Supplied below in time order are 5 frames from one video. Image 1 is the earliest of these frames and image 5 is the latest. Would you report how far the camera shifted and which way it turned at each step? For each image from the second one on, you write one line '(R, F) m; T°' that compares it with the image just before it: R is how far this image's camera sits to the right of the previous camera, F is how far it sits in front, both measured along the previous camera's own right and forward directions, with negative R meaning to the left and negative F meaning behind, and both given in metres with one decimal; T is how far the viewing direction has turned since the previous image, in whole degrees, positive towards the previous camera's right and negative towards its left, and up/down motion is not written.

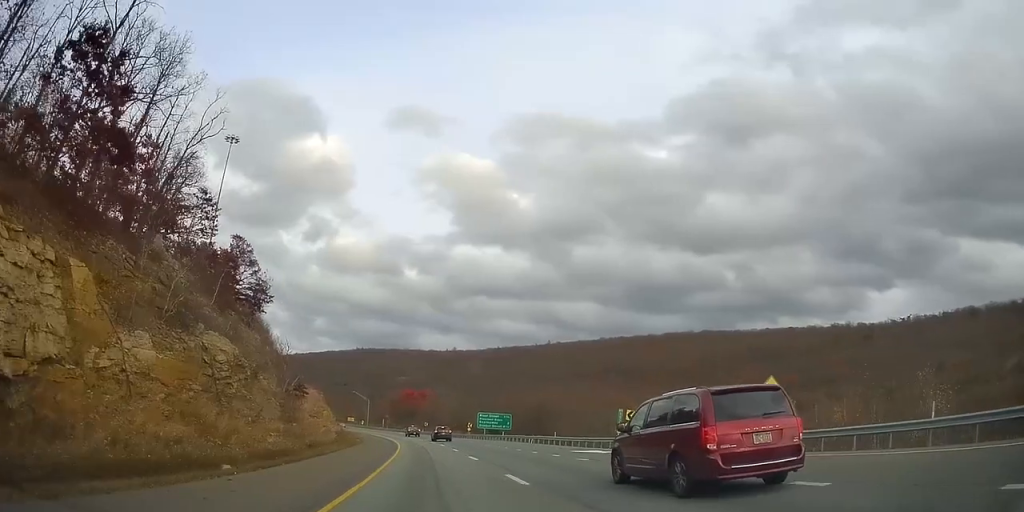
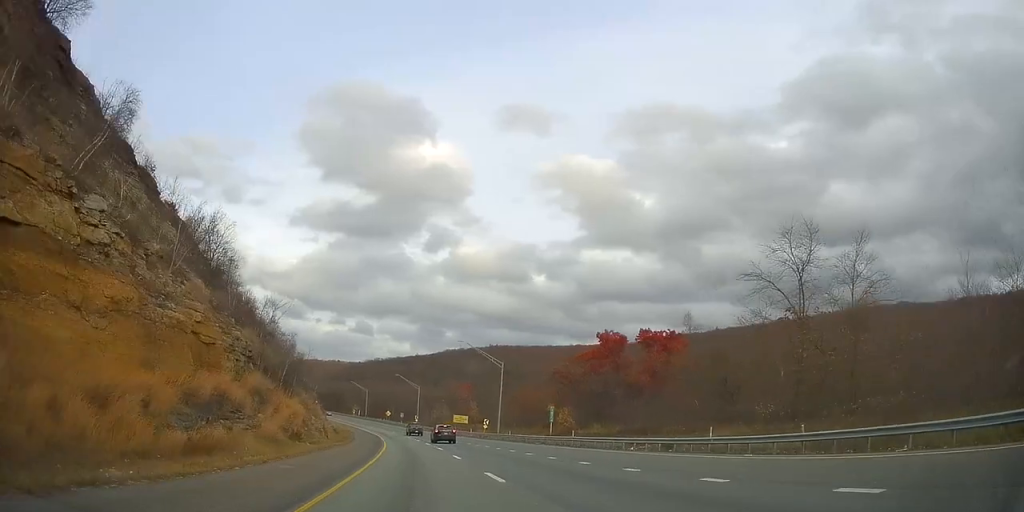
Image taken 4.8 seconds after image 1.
(-6.9, +143.0) m; -9°
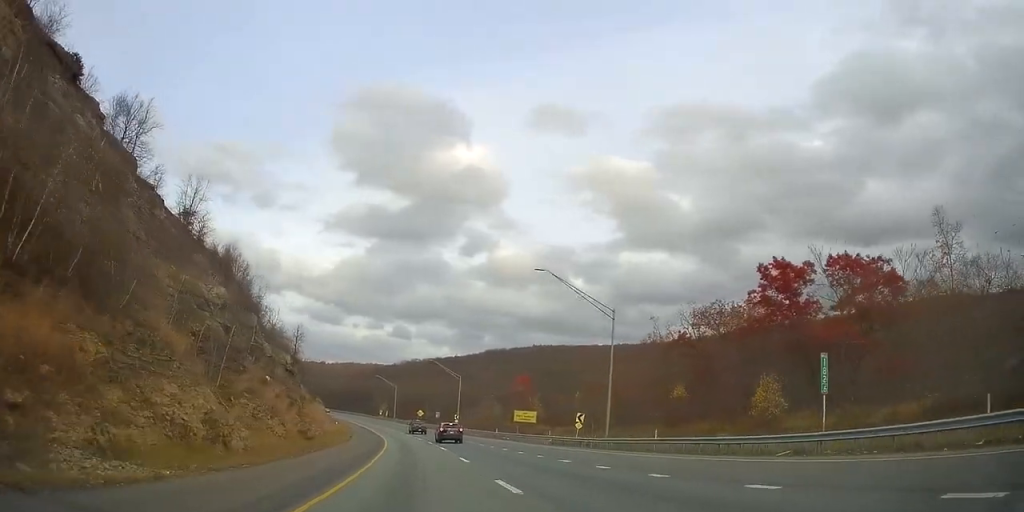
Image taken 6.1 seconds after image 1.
(-1.1, +38.2) m; -4°
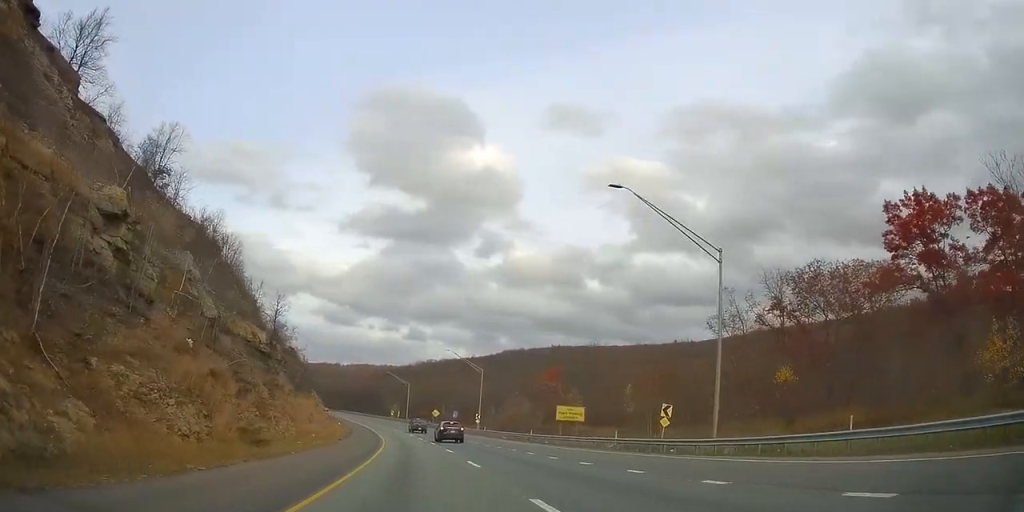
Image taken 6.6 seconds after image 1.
(-0.4, +16.4) m; -1°
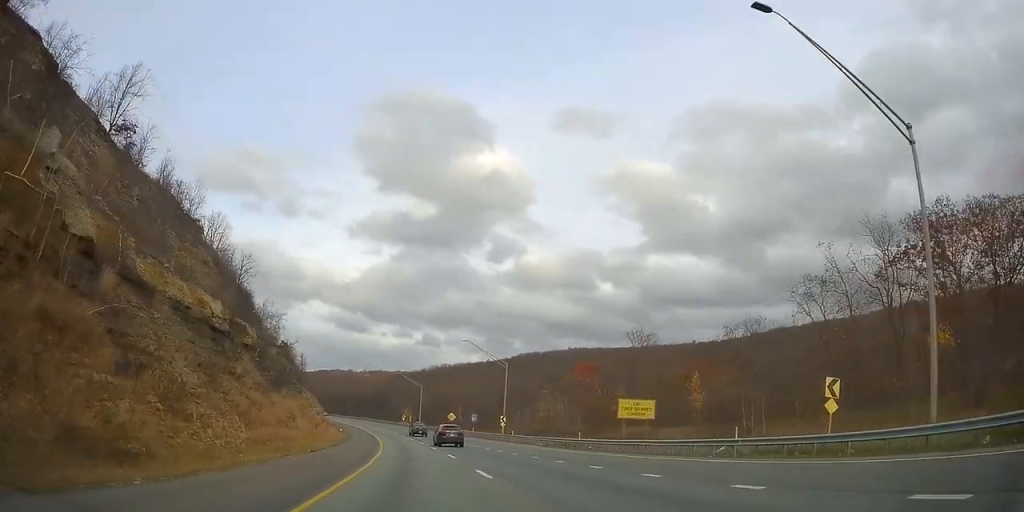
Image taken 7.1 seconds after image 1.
(-0.1, +14.9) m; -1°
